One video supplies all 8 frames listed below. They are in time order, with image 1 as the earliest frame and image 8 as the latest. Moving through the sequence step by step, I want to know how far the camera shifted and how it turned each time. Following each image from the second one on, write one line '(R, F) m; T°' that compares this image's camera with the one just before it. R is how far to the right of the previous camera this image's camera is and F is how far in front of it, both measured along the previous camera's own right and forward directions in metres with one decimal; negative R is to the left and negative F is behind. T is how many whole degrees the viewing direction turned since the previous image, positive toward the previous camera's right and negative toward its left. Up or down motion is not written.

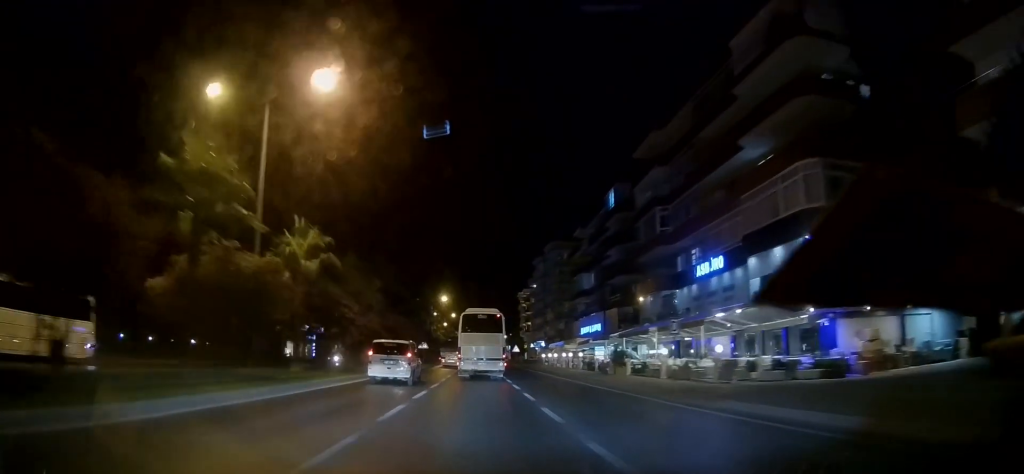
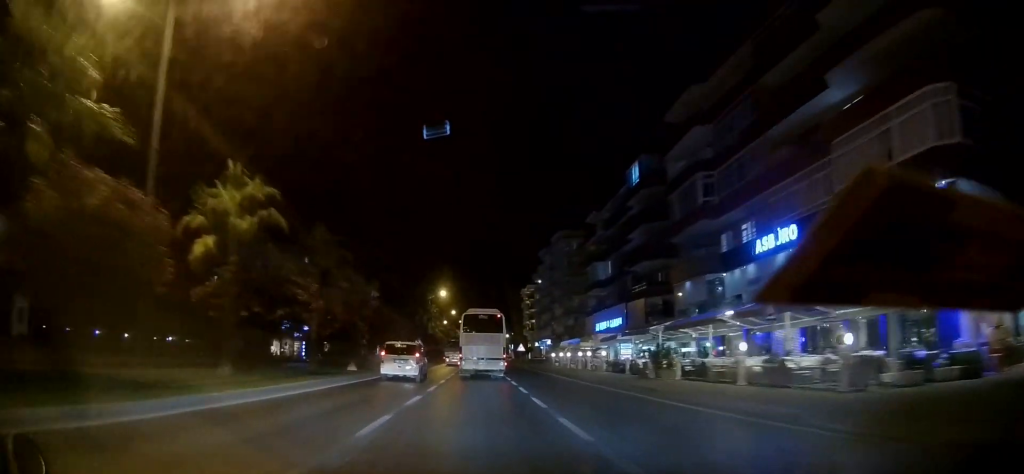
(0.0, +8.1) m; -1°
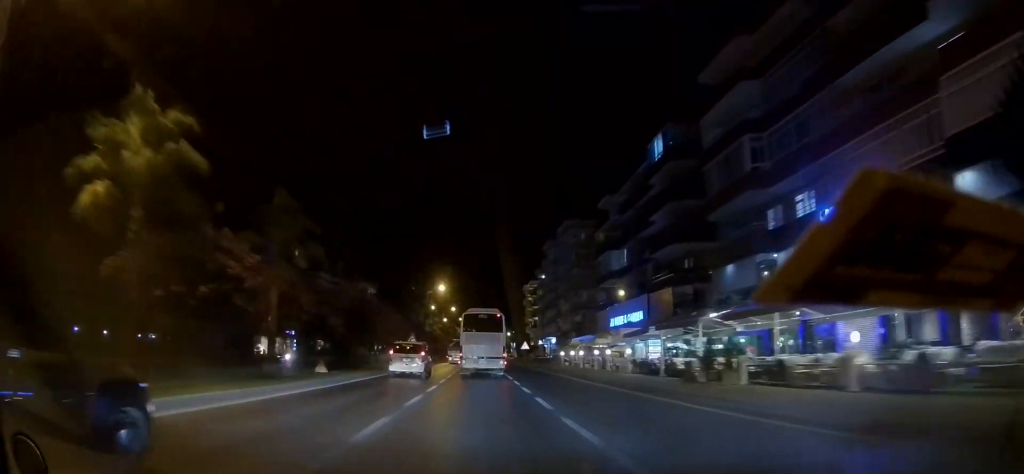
(-0.1, +6.3) m; +1°
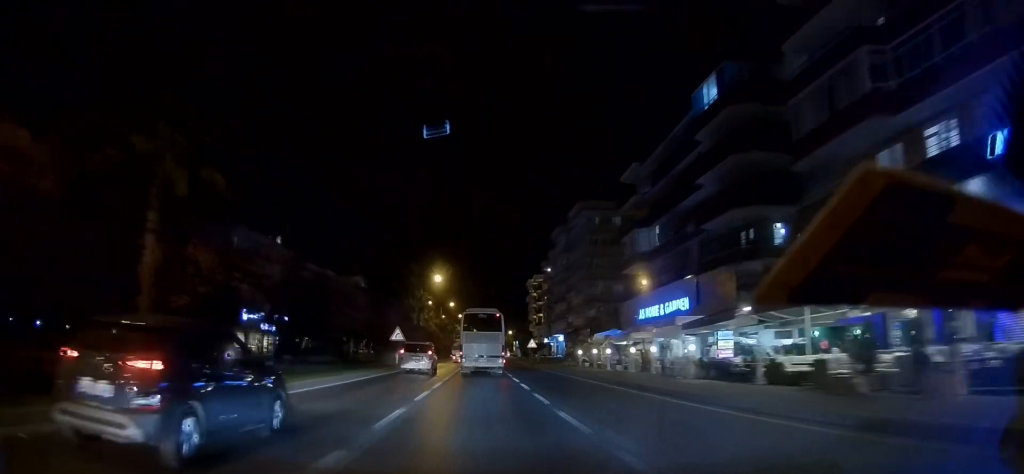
(-0.1, +9.9) m; +1°
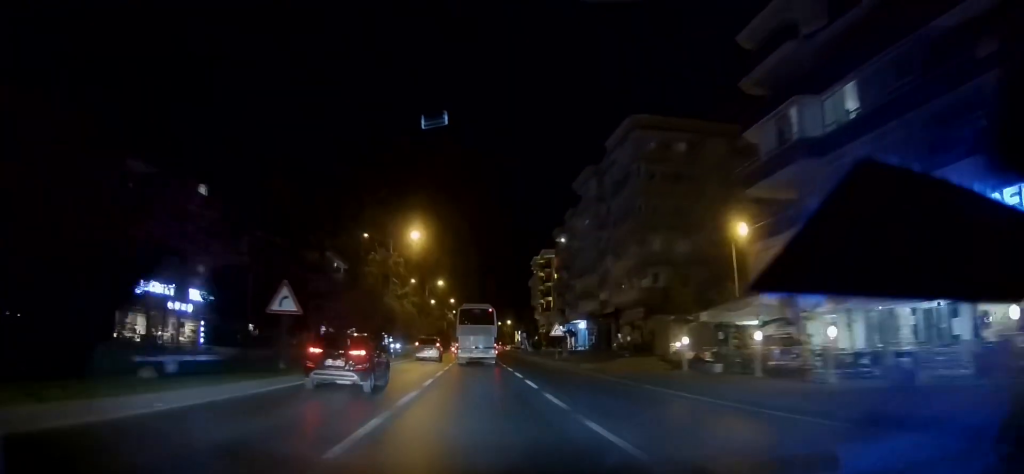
(+0.3, +25.9) m; -3°
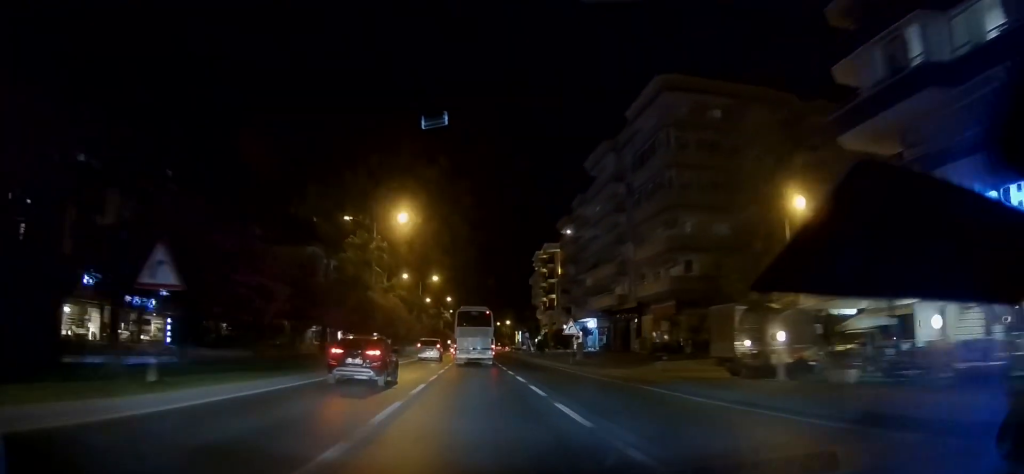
(-0.3, +8.0) m; 0°
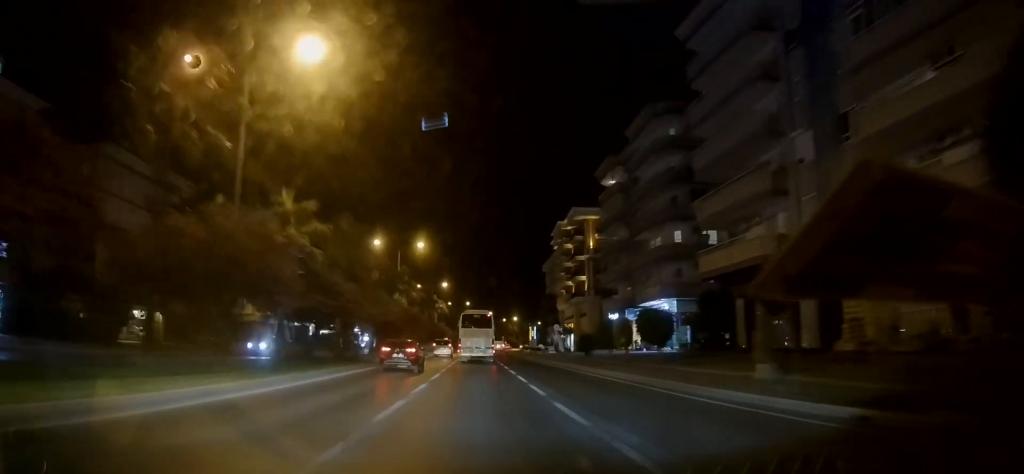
(+0.9, +27.9) m; +3°
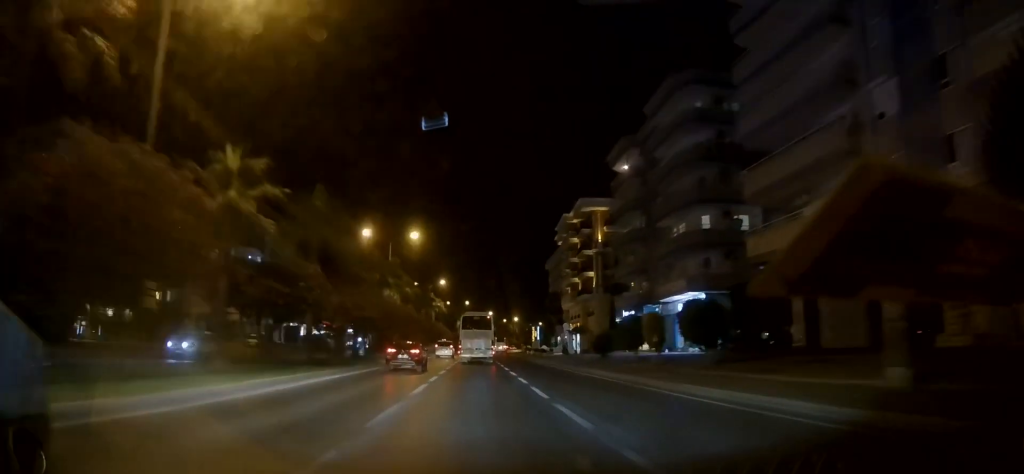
(0.0, +6.0) m; 0°
